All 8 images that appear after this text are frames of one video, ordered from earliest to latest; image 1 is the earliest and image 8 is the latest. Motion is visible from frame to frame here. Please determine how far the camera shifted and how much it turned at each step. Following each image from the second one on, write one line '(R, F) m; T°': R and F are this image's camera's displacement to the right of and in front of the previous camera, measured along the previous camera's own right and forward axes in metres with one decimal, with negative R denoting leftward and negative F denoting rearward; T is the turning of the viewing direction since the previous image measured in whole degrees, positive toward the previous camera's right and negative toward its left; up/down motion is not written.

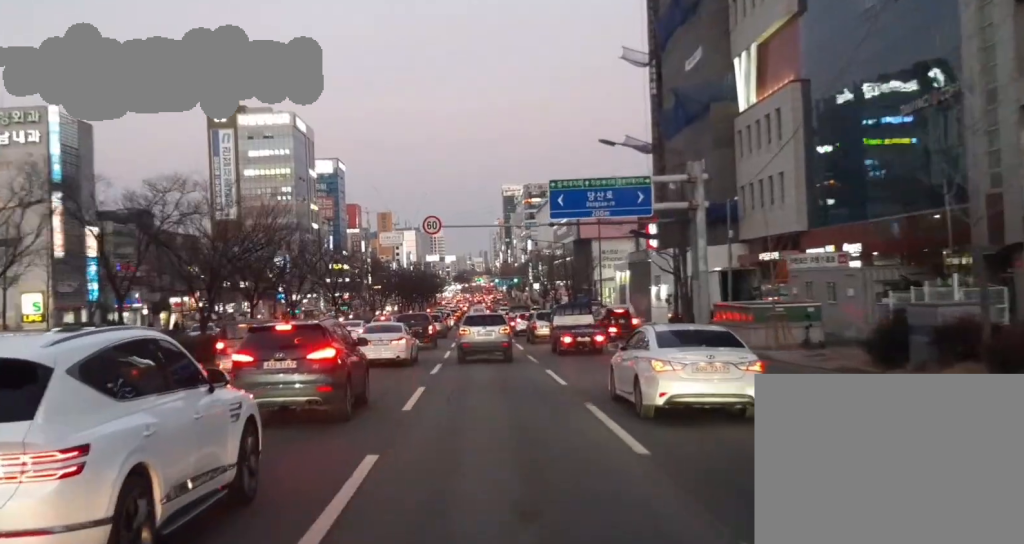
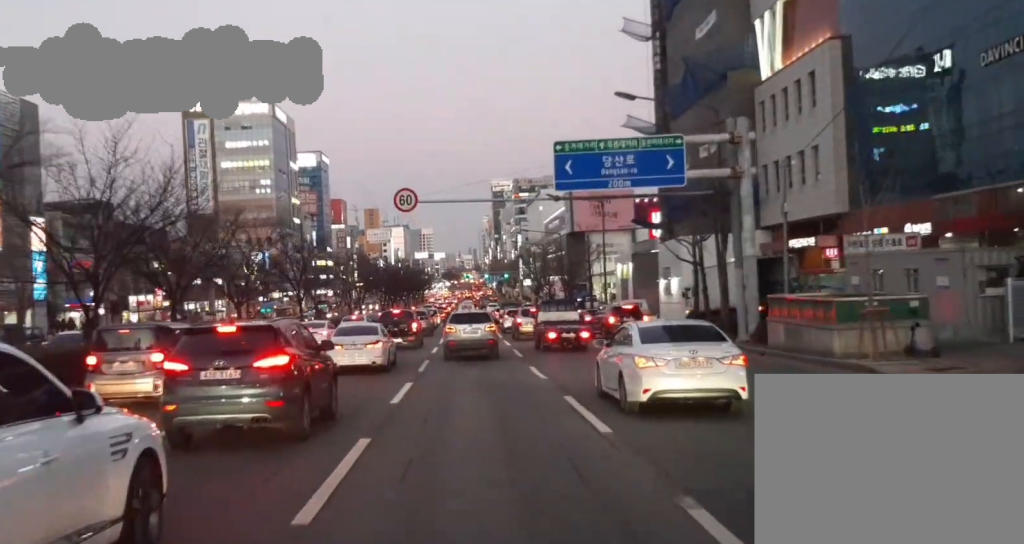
(+0.1, +8.7) m; +1°
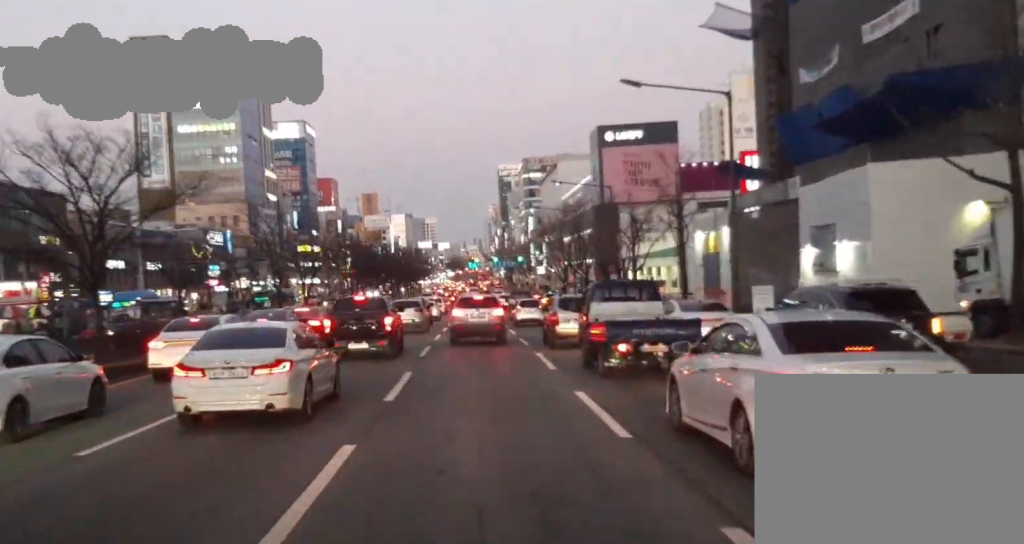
(+0.9, +30.8) m; +1°
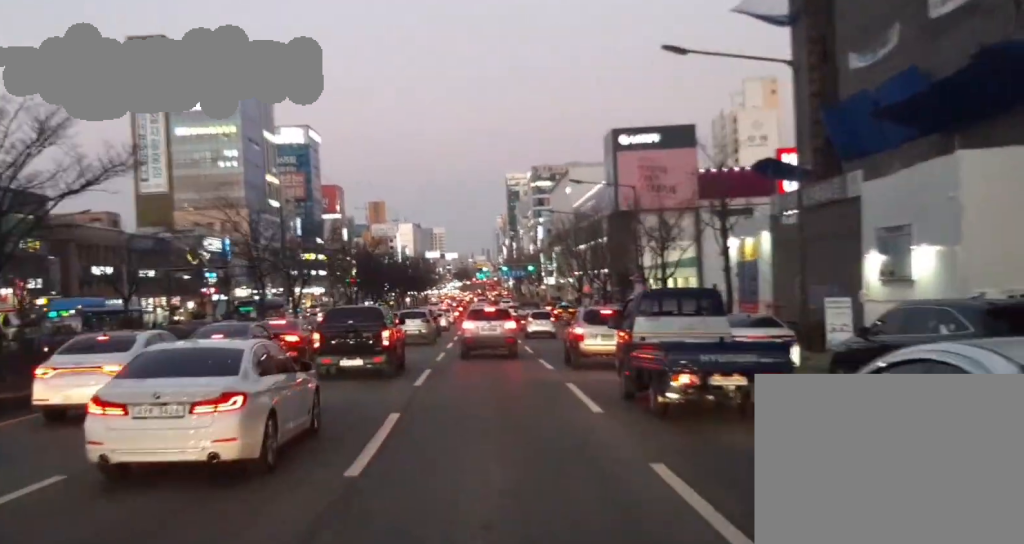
(-0.1, +6.2) m; -1°
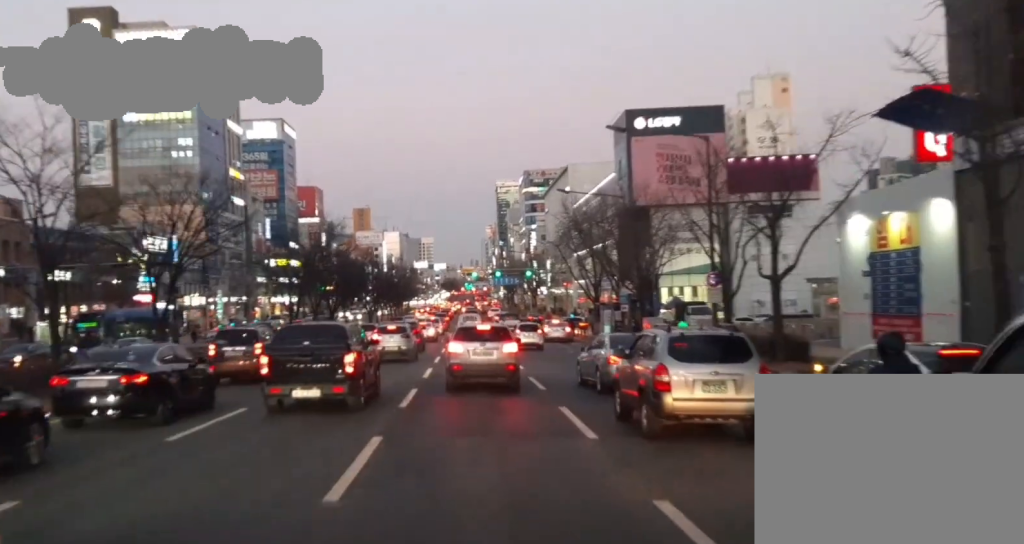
(-0.7, +21.1) m; +1°
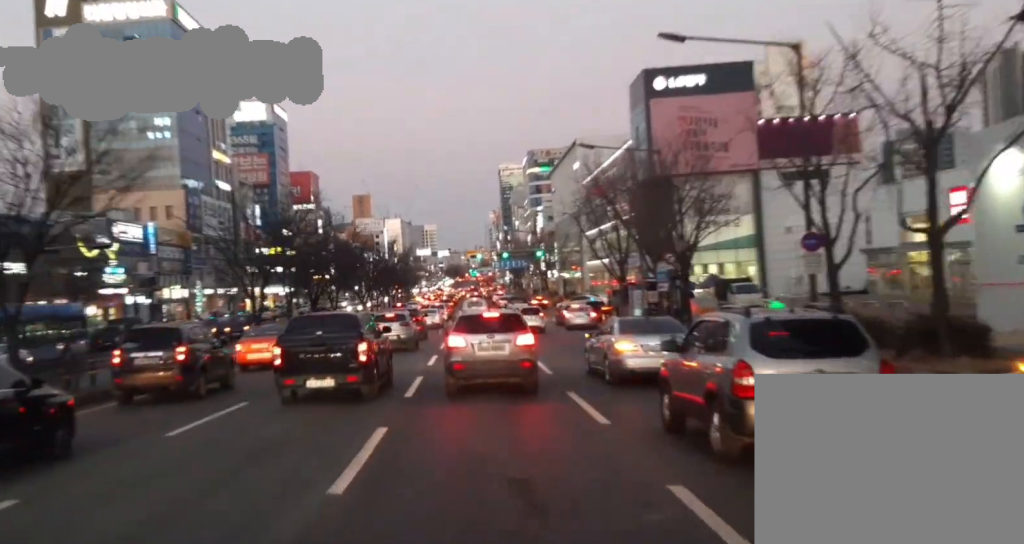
(+0.5, +10.1) m; +3°
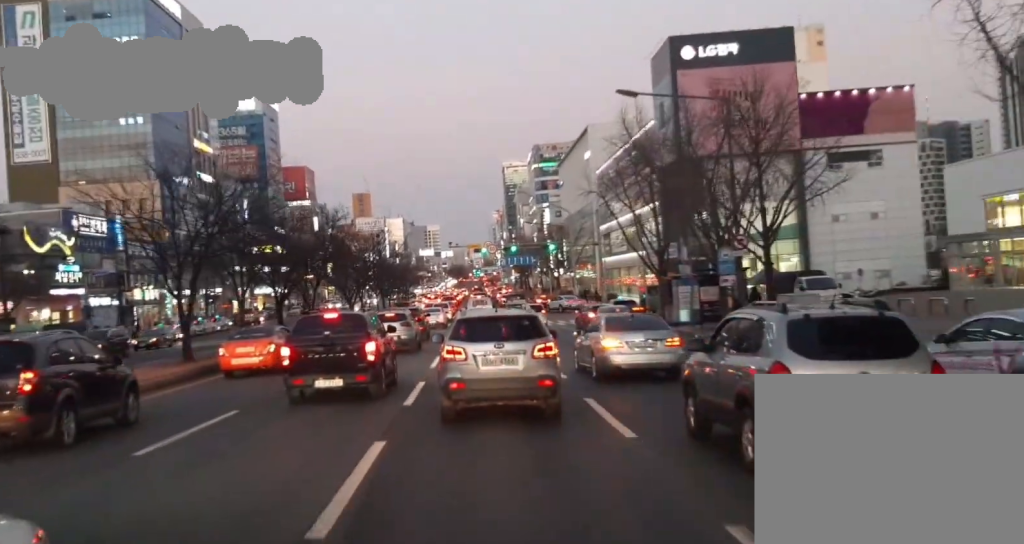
(+0.2, +11.3) m; -1°
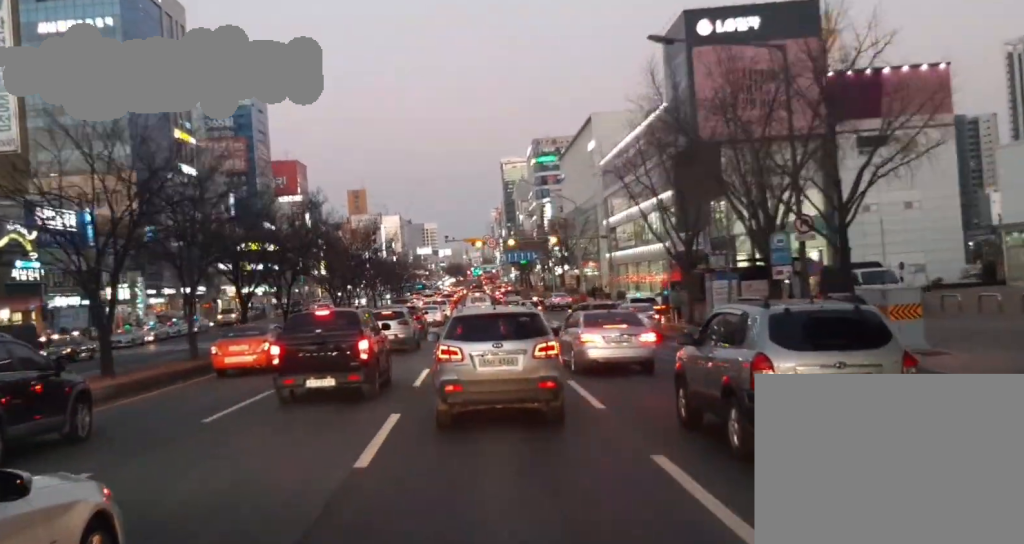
(-0.1, +6.4) m; -1°
